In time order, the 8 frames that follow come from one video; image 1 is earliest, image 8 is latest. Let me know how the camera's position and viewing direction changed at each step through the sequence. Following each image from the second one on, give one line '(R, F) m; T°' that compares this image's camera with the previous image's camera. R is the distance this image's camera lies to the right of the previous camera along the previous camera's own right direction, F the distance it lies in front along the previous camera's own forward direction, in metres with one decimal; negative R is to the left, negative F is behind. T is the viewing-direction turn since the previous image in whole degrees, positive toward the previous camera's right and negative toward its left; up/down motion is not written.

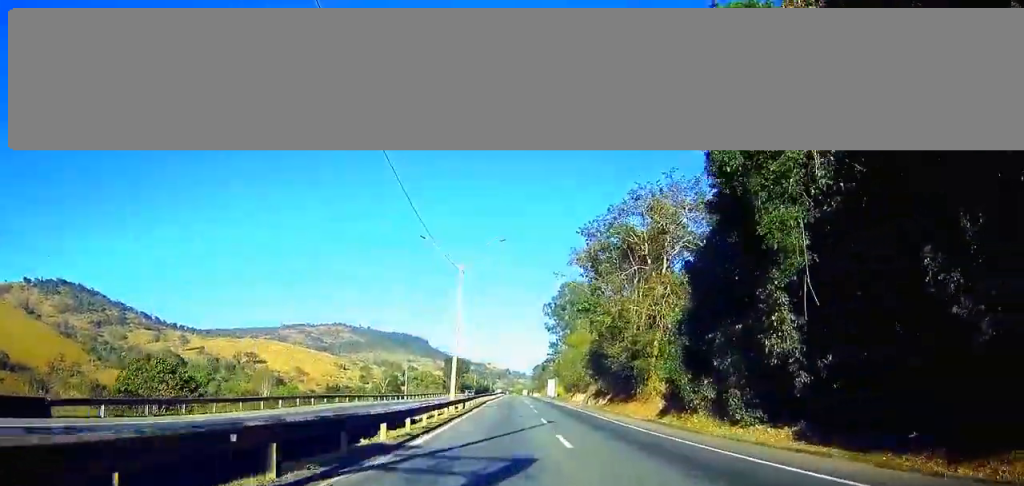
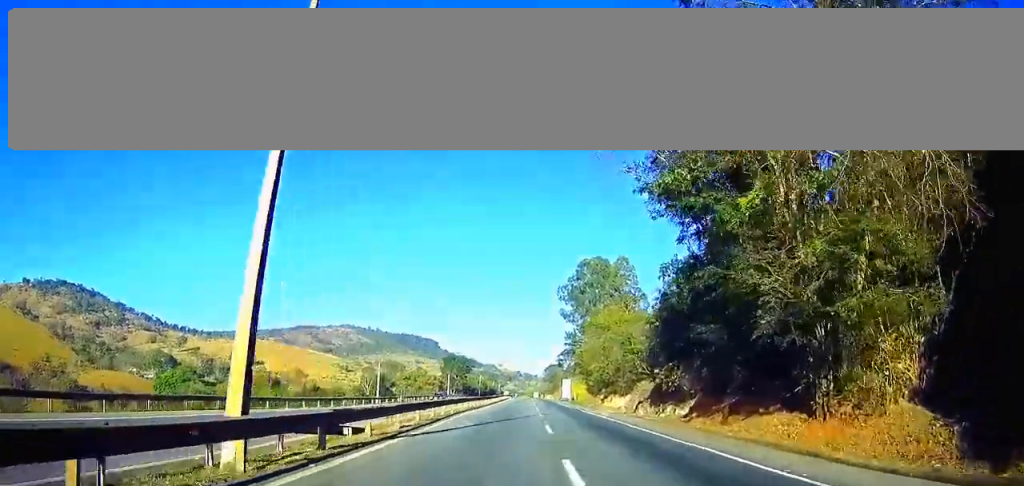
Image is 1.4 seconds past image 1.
(+0.5, +32.1) m; +1°
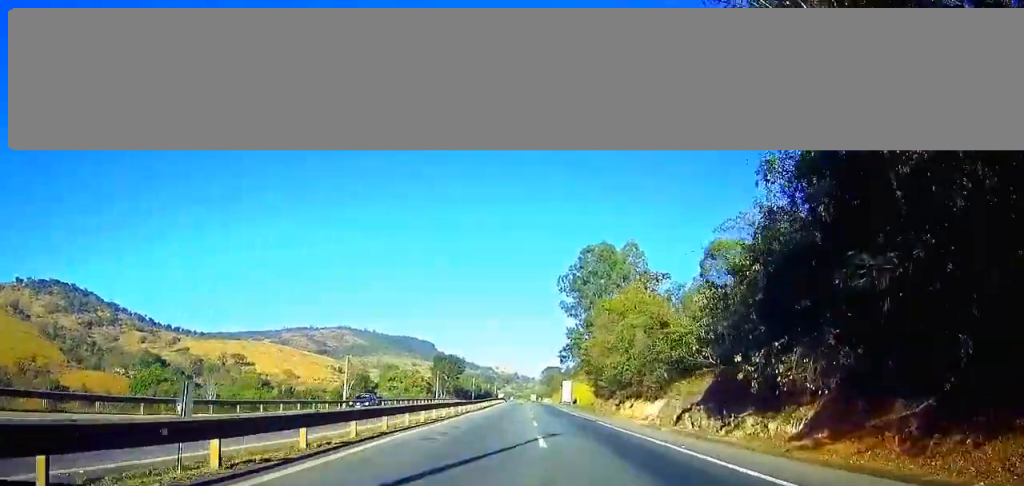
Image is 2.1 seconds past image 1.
(0.0, +16.1) m; 0°
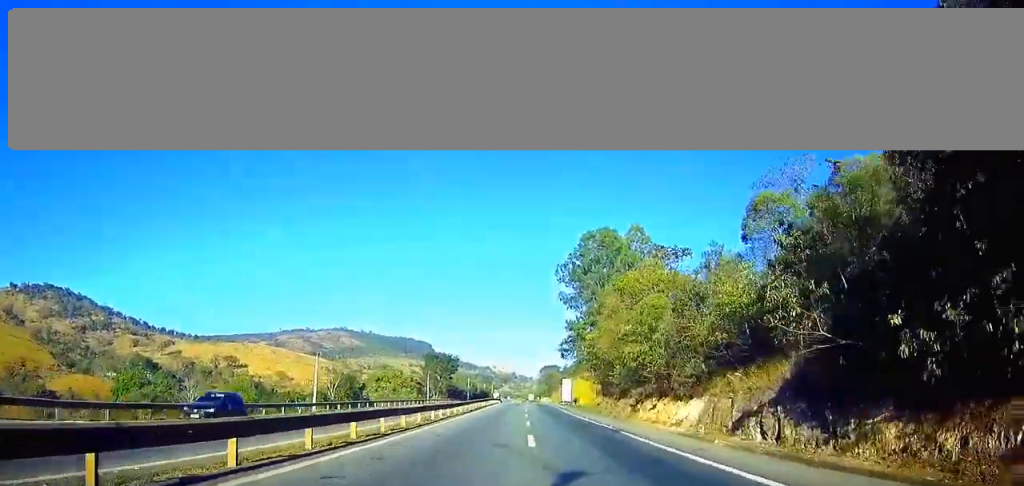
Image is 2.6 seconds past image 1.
(0.0, +10.7) m; 0°
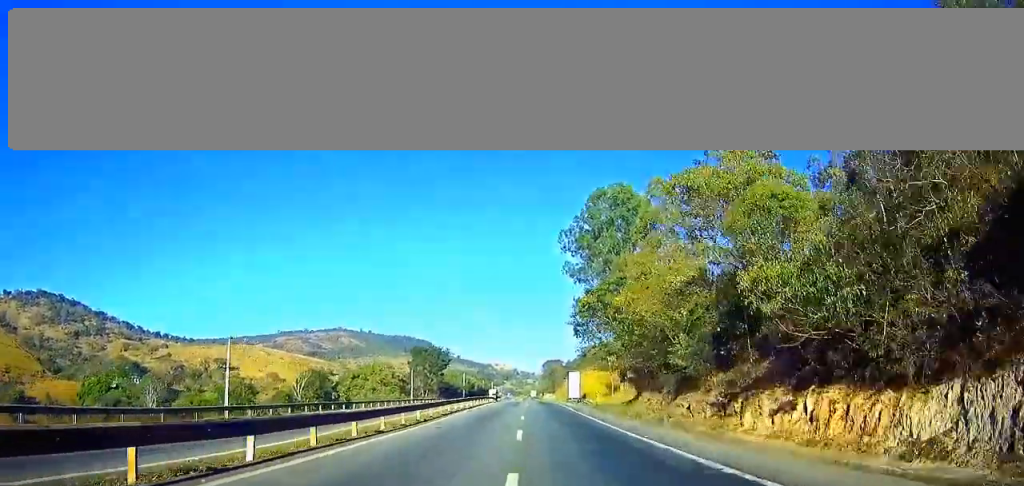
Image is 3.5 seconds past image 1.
(-0.1, +22.3) m; 0°
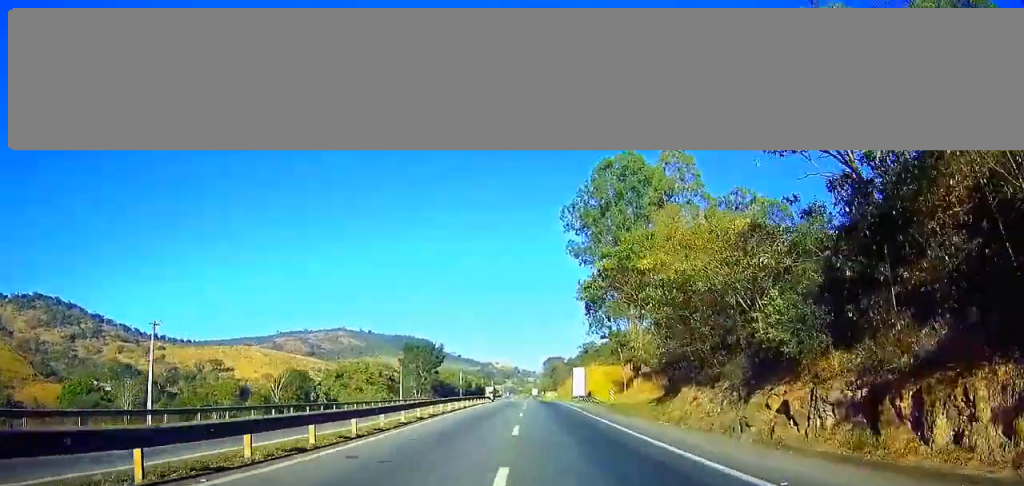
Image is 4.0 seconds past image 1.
(0.0, +11.5) m; 0°
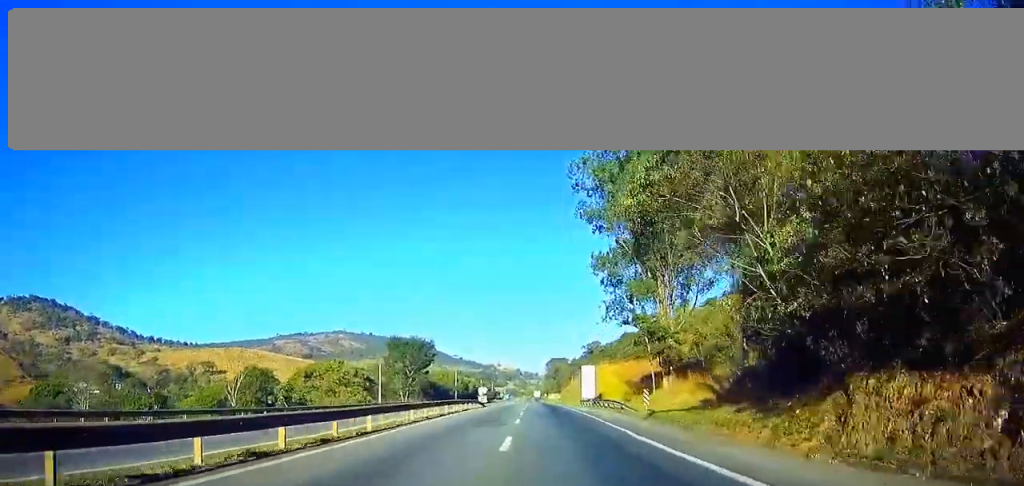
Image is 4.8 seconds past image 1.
(0.0, +17.8) m; 0°
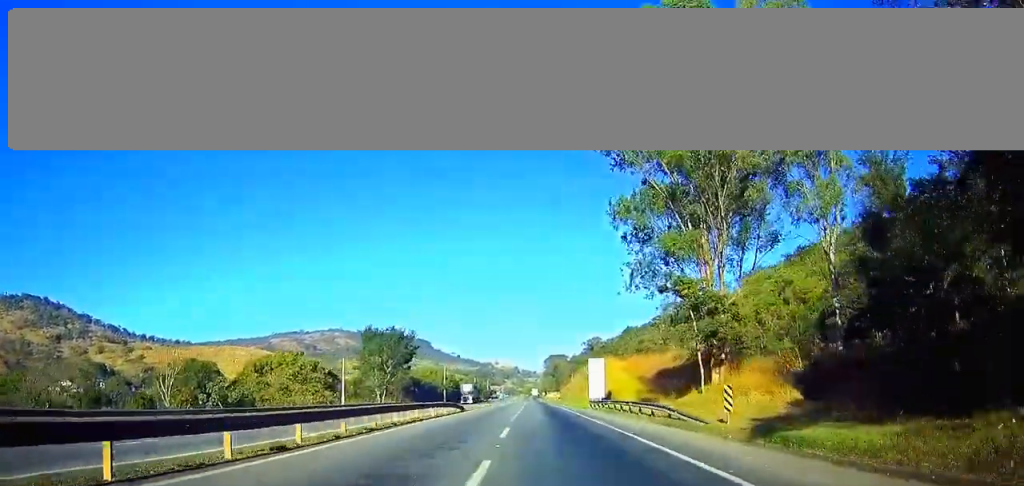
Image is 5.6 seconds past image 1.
(+0.1, +18.6) m; 0°
